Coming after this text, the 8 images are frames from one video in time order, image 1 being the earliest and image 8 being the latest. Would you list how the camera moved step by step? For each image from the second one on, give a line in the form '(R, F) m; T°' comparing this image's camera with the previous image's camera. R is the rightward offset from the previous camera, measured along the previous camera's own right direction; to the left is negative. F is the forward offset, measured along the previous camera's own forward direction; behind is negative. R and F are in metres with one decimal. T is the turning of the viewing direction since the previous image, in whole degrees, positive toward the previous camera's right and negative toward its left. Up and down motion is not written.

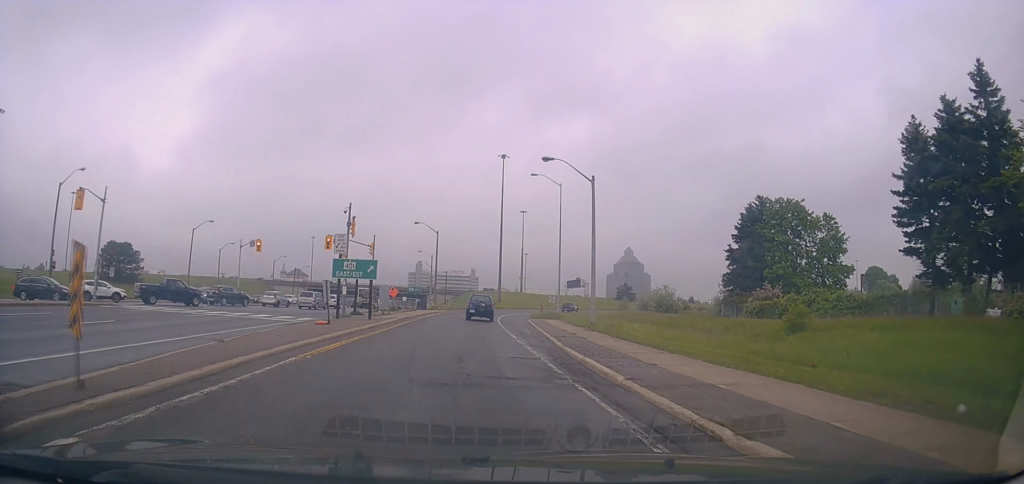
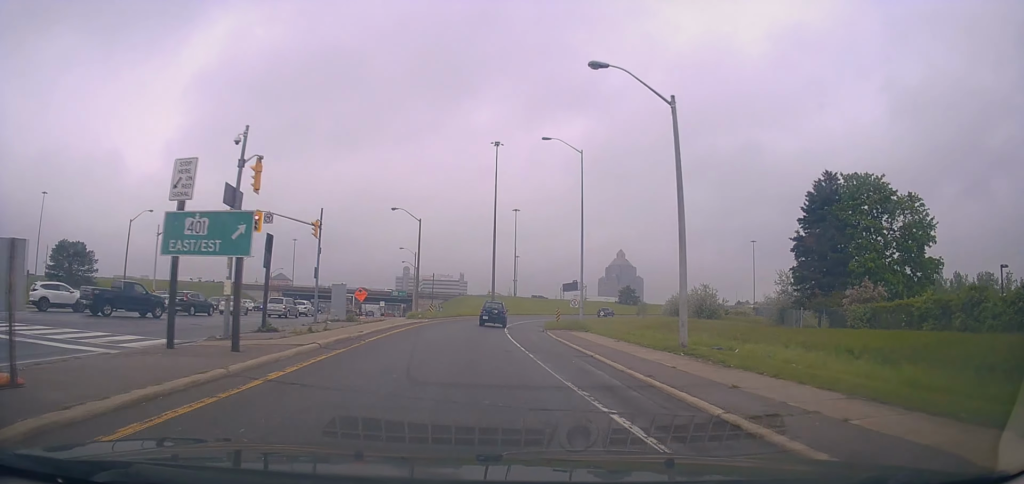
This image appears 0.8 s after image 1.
(+0.1, +14.8) m; +2°
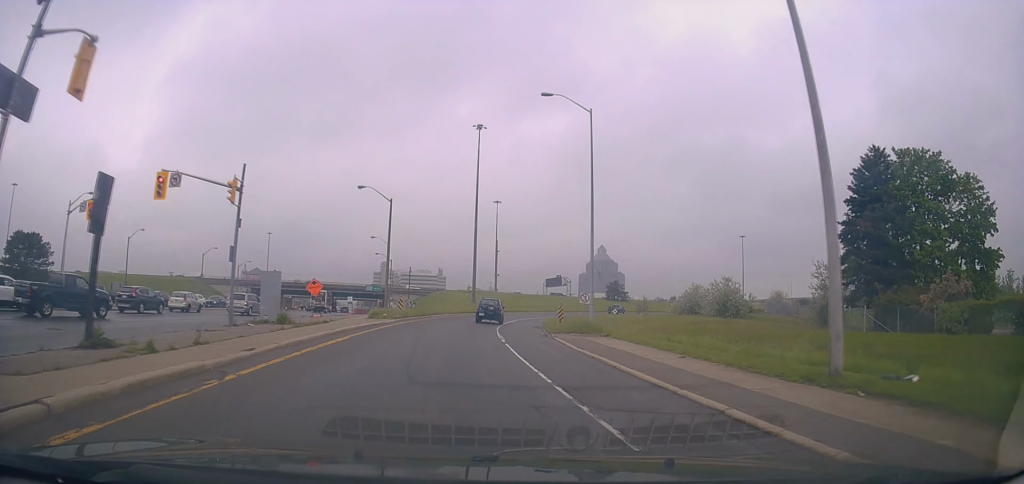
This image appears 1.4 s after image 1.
(+0.1, +9.6) m; +1°
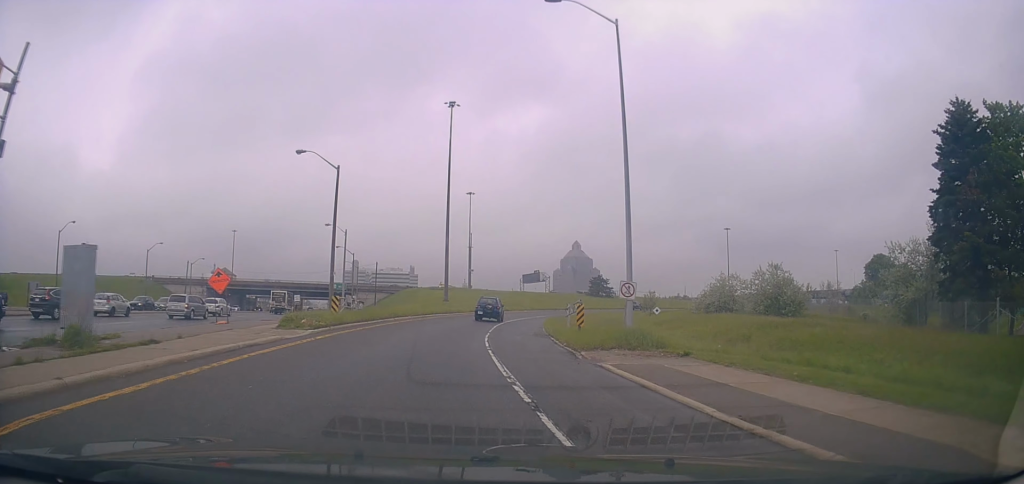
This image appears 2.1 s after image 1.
(+0.3, +11.7) m; +2°
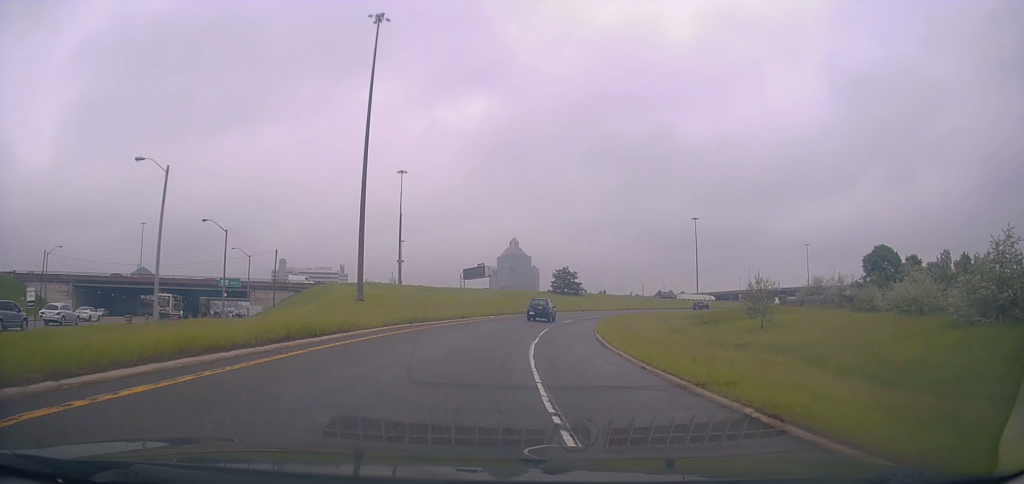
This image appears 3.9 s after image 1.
(+0.9, +33.4) m; +7°
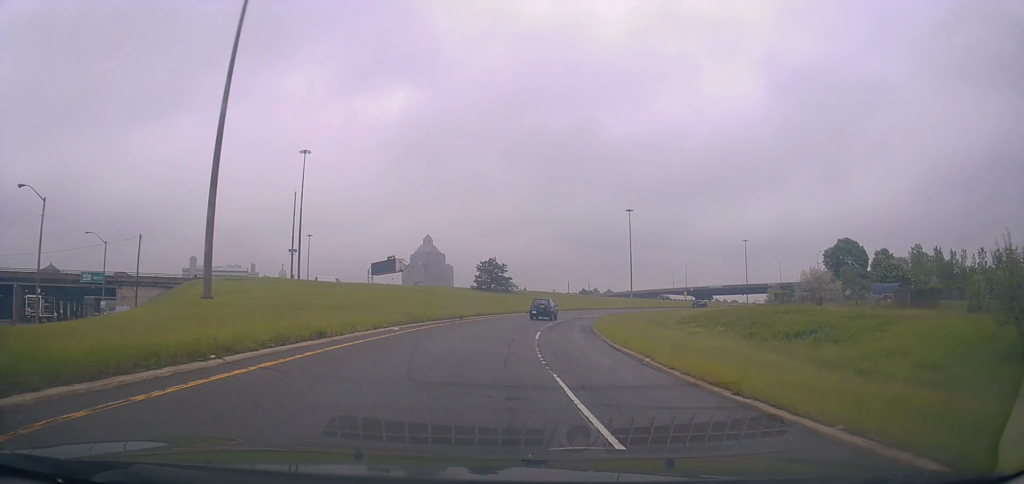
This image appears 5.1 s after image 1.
(+1.7, +20.6) m; +10°
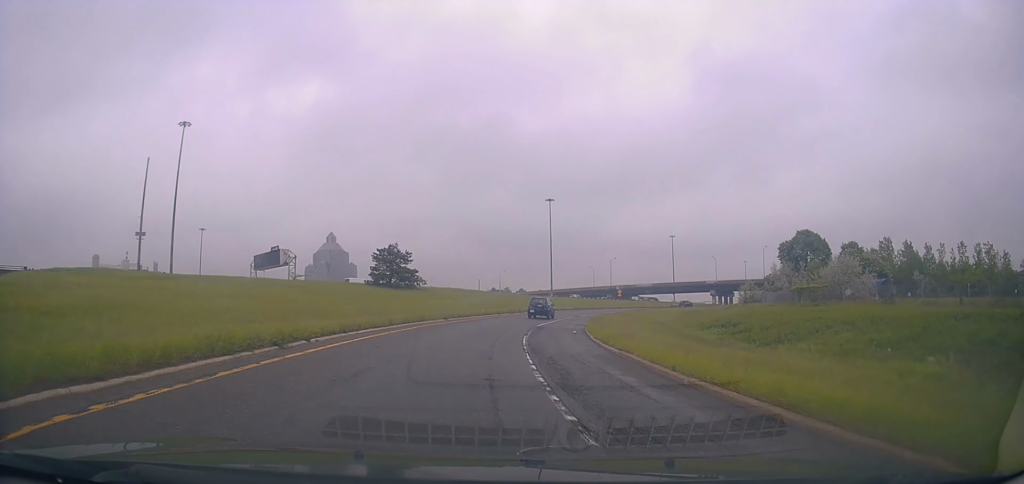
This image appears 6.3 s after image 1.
(+2.0, +22.4) m; +10°
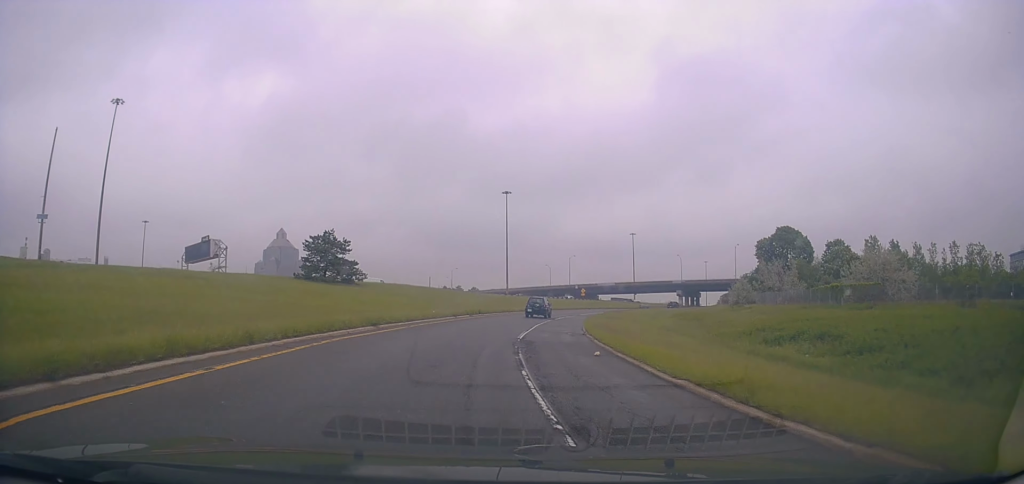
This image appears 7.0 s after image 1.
(+0.5, +12.1) m; +5°
